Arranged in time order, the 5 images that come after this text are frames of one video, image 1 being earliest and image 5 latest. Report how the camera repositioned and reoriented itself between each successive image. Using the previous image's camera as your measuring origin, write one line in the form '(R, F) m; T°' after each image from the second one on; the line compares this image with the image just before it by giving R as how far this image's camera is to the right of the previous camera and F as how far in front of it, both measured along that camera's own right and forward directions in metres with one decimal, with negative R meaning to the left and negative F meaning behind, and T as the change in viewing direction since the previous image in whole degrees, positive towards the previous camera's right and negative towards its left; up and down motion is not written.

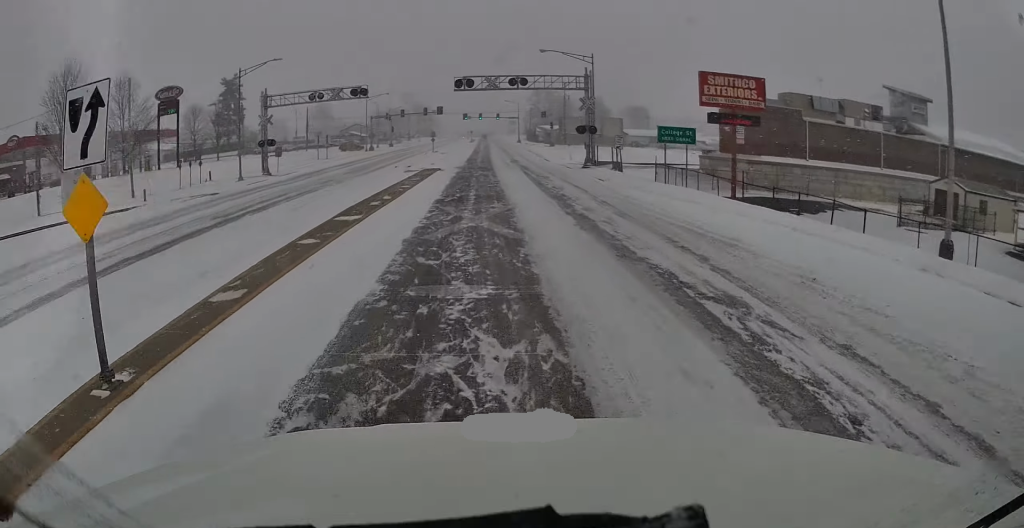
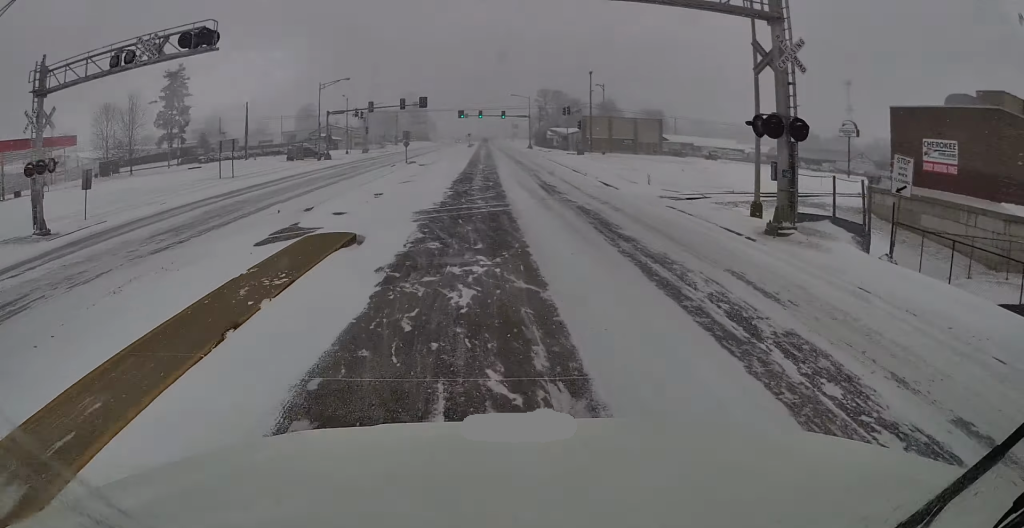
(+0.6, +27.8) m; +1°
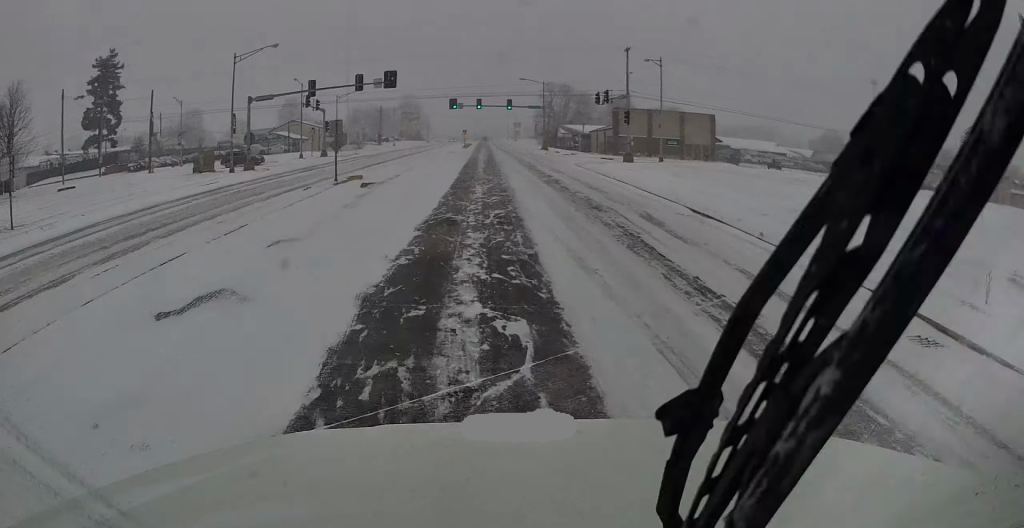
(-0.6, +24.1) m; -1°
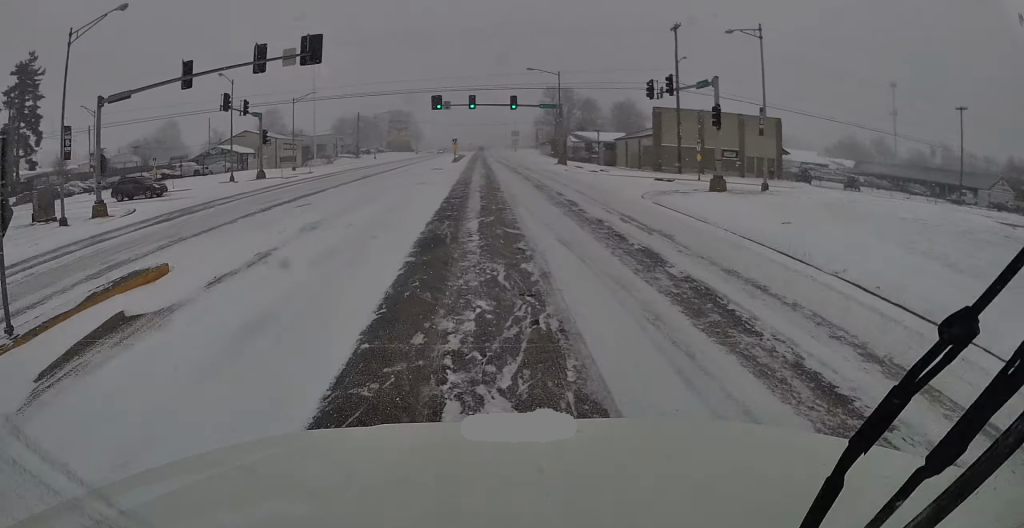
(0.0, +19.7) m; 0°
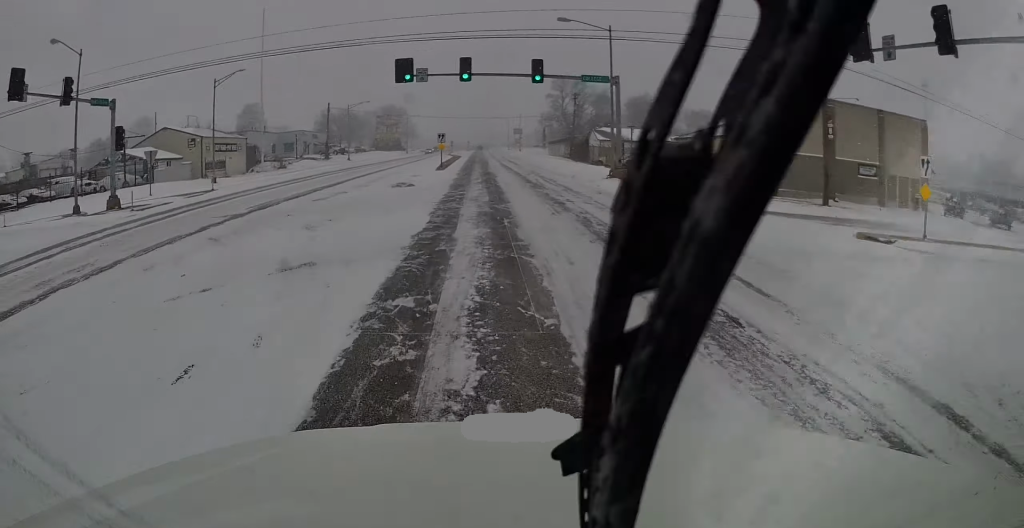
(0.0, +22.8) m; 0°
